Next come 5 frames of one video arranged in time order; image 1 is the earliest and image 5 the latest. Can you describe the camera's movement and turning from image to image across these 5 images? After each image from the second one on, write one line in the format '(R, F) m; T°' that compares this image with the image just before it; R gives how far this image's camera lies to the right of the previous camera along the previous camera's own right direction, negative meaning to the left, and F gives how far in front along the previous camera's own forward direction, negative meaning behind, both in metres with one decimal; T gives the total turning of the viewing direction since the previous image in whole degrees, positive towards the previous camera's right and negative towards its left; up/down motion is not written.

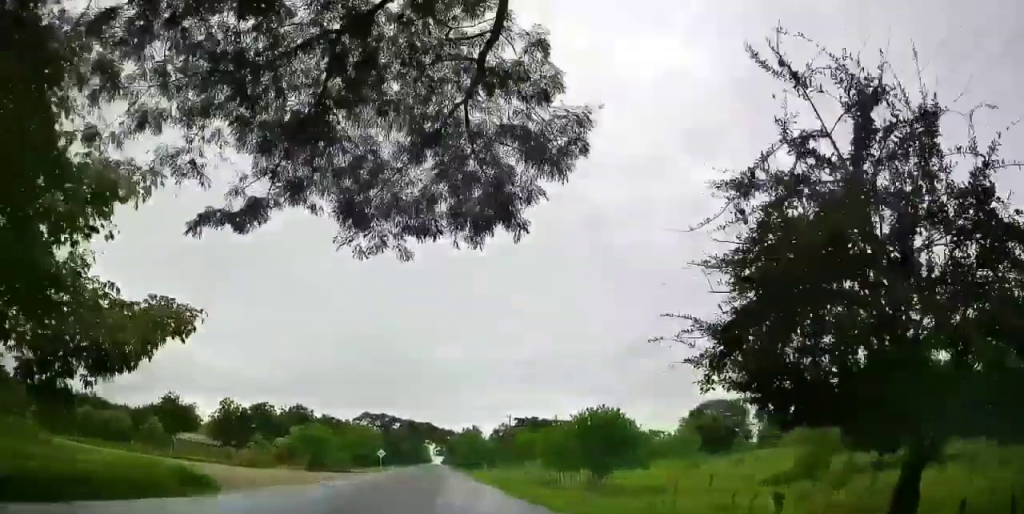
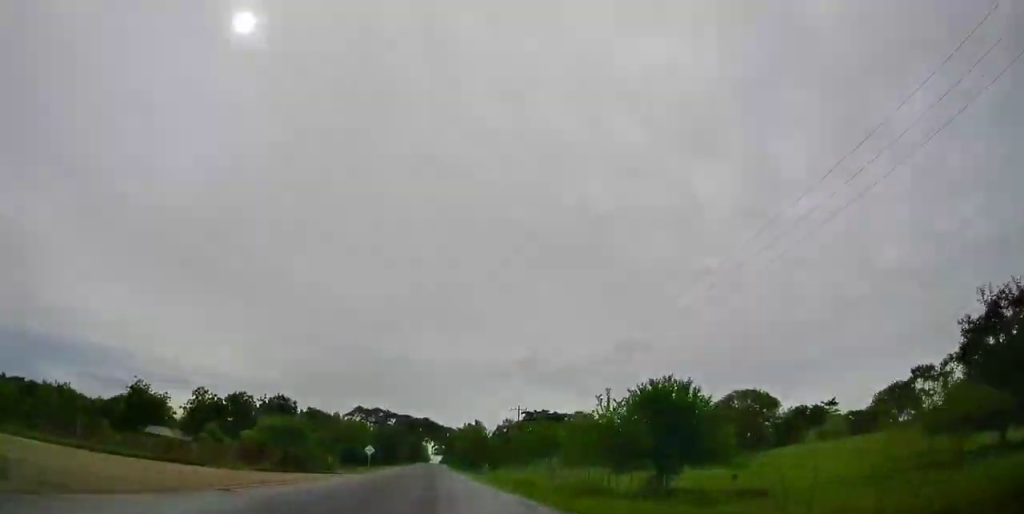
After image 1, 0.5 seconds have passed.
(0.0, +11.3) m; 0°
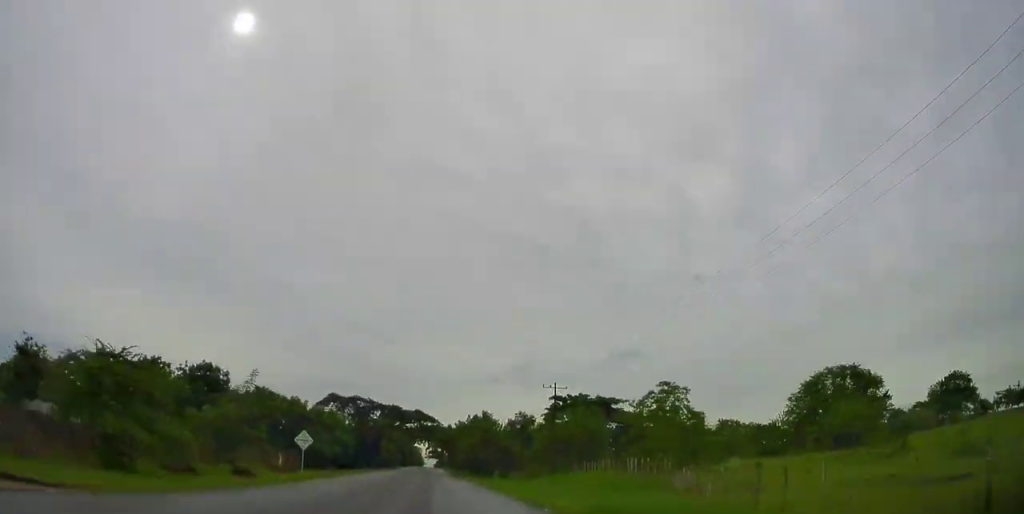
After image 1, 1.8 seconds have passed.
(-0.2, +27.8) m; 0°
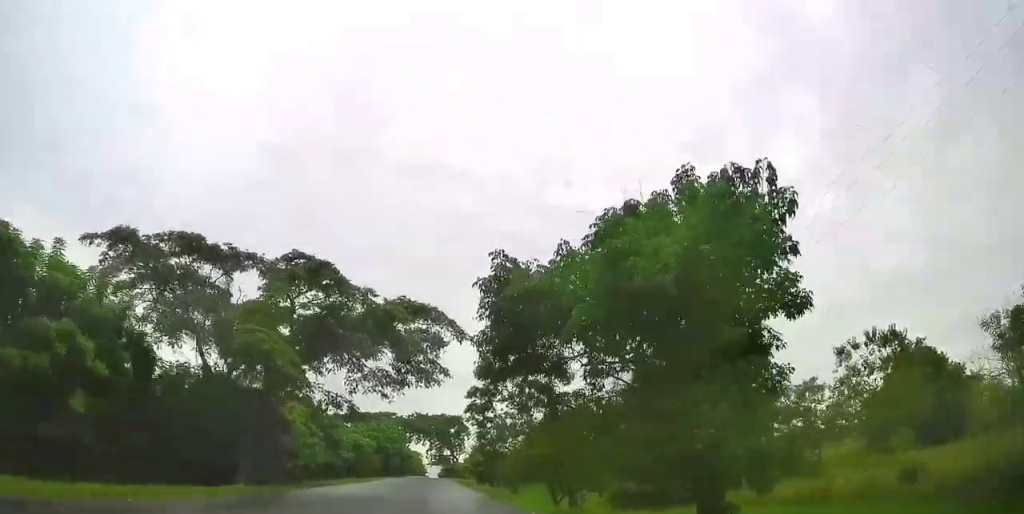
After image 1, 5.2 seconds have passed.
(+1.3, +73.3) m; +3°
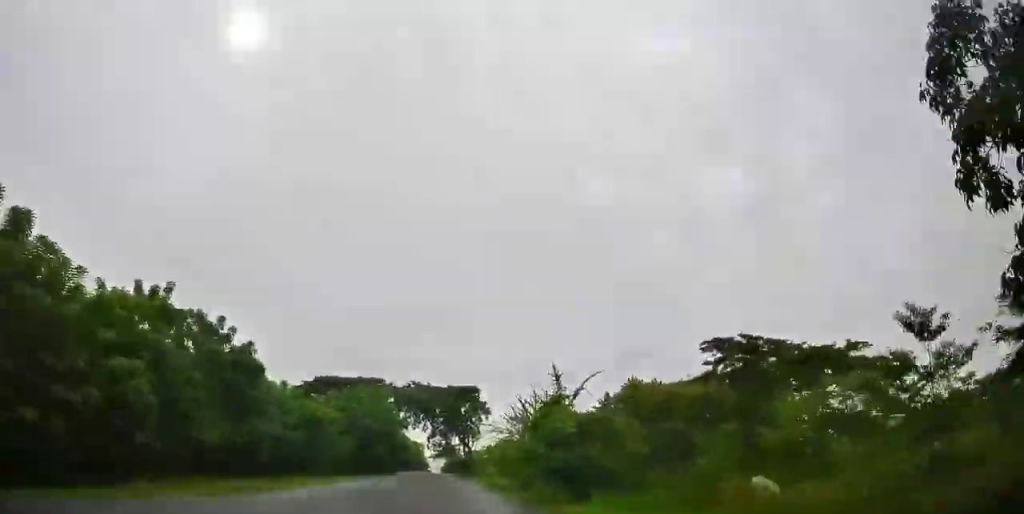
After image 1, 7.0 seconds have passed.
(-0.4, +39.1) m; -3°
